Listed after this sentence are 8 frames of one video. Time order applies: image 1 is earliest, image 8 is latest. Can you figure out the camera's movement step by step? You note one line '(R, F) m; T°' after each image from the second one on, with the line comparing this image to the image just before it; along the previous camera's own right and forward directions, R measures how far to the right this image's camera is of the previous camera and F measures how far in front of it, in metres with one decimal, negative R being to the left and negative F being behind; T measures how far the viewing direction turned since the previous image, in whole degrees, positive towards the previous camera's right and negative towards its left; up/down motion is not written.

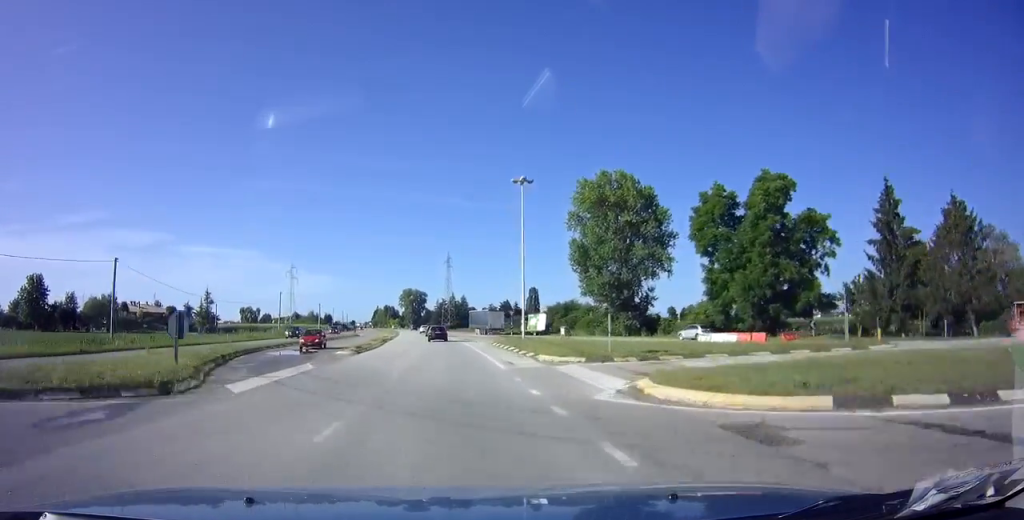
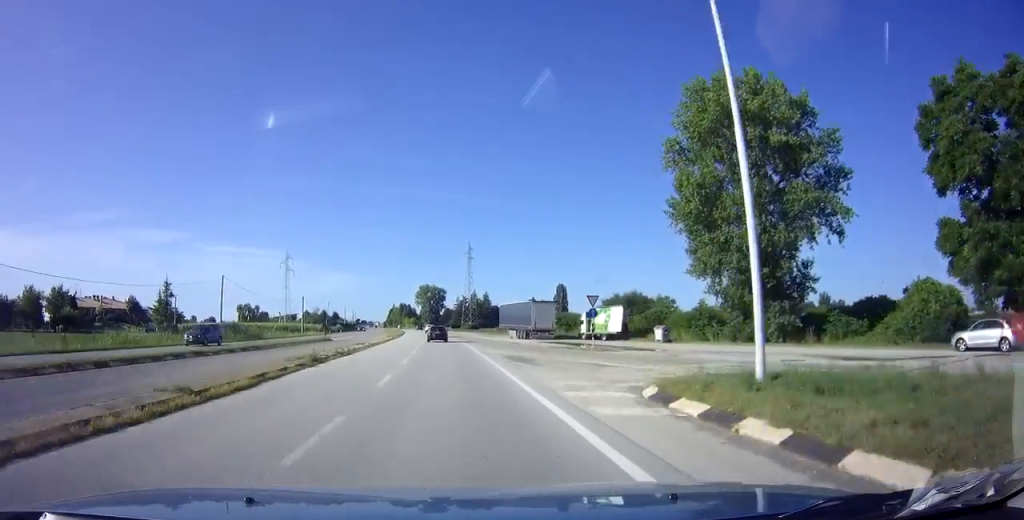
(-0.5, +30.1) m; -2°
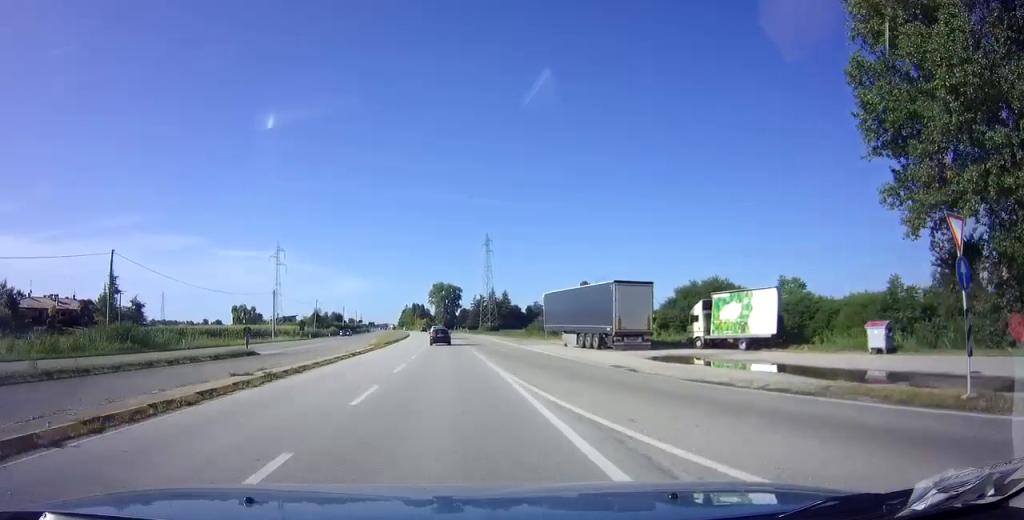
(-0.3, +24.0) m; -2°
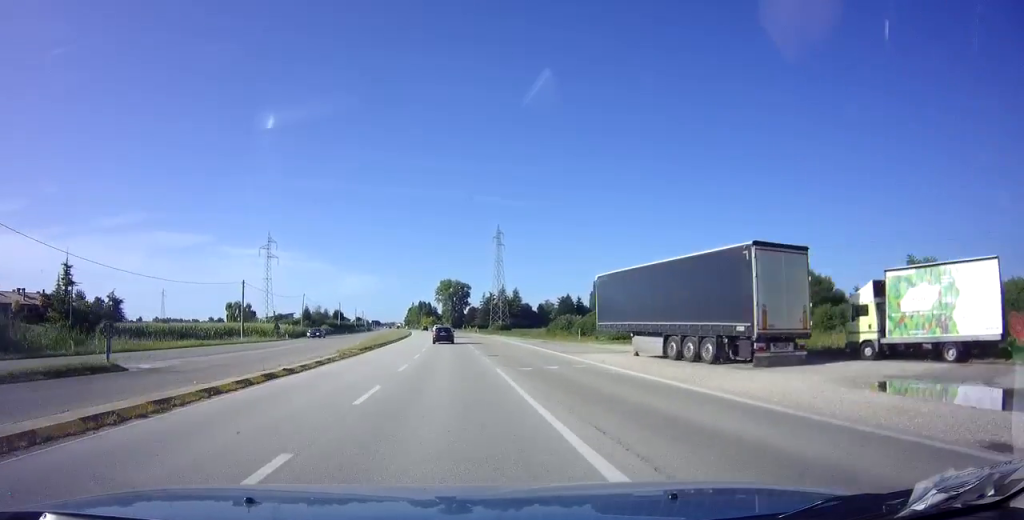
(-0.2, +14.2) m; -1°
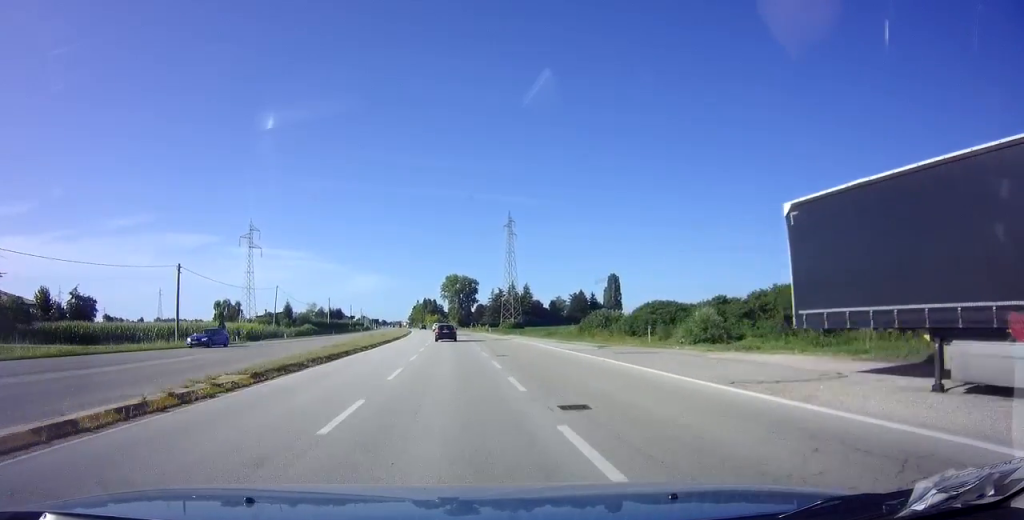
(-0.1, +17.2) m; -1°
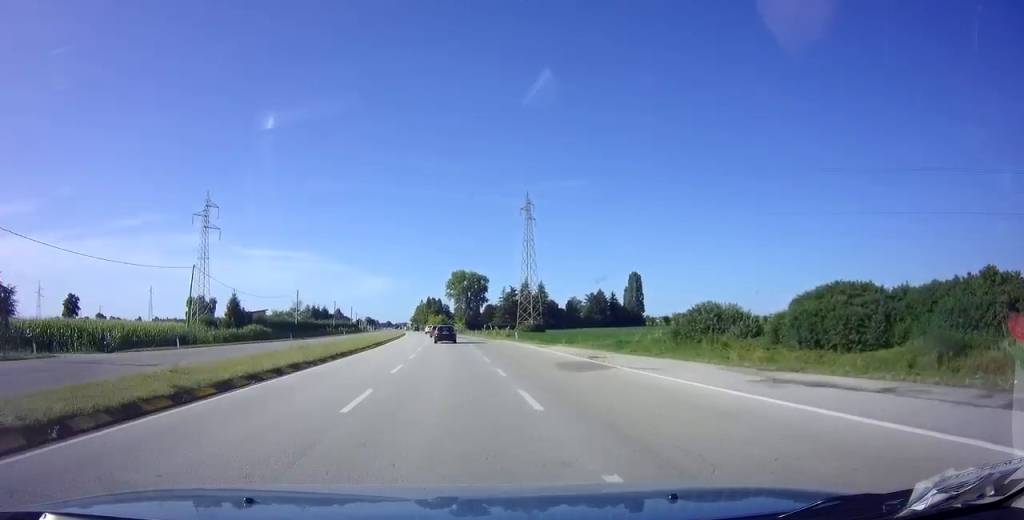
(-0.2, +27.7) m; -1°
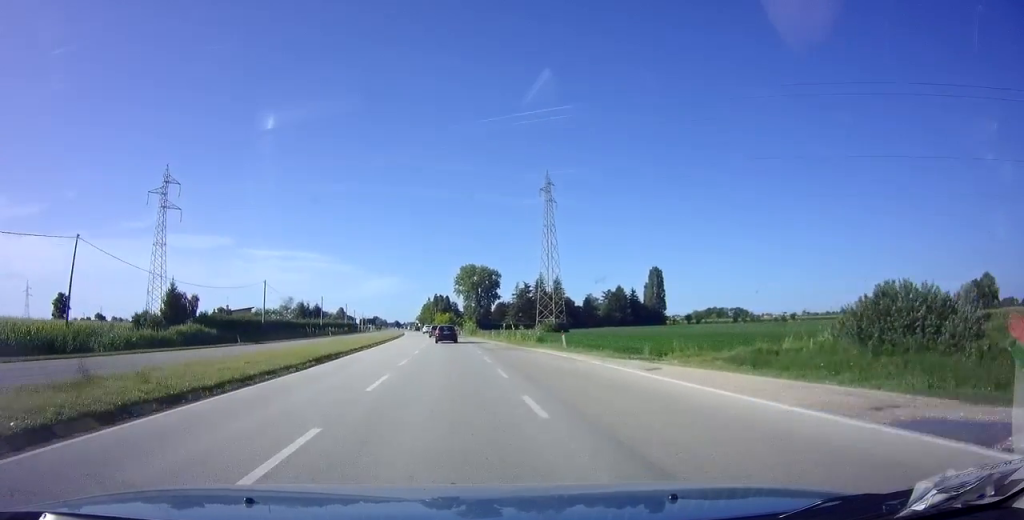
(-0.1, +18.6) m; -1°
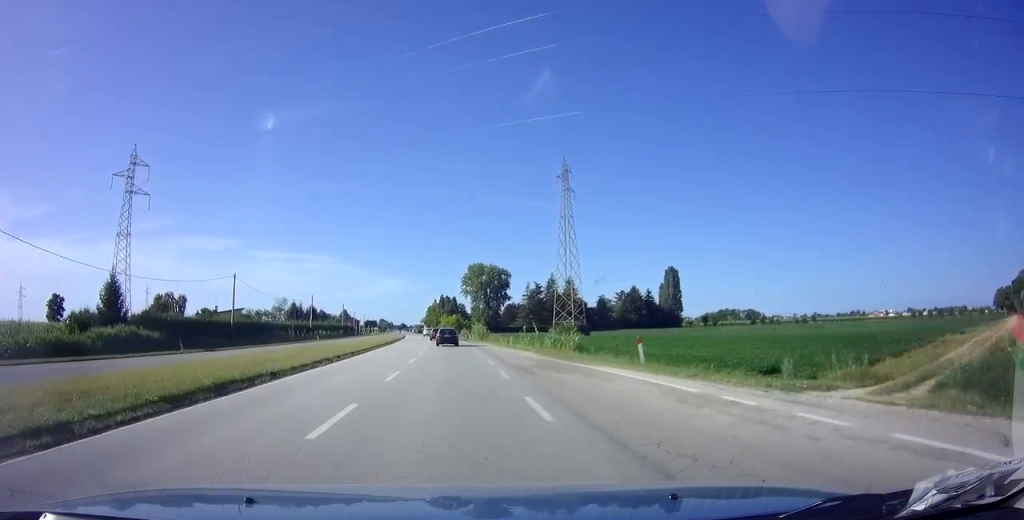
(0.0, +11.8) m; -1°
